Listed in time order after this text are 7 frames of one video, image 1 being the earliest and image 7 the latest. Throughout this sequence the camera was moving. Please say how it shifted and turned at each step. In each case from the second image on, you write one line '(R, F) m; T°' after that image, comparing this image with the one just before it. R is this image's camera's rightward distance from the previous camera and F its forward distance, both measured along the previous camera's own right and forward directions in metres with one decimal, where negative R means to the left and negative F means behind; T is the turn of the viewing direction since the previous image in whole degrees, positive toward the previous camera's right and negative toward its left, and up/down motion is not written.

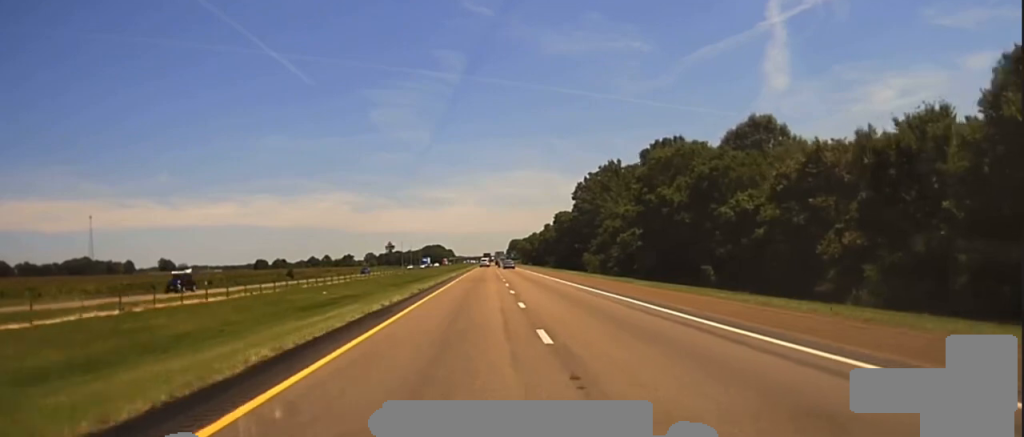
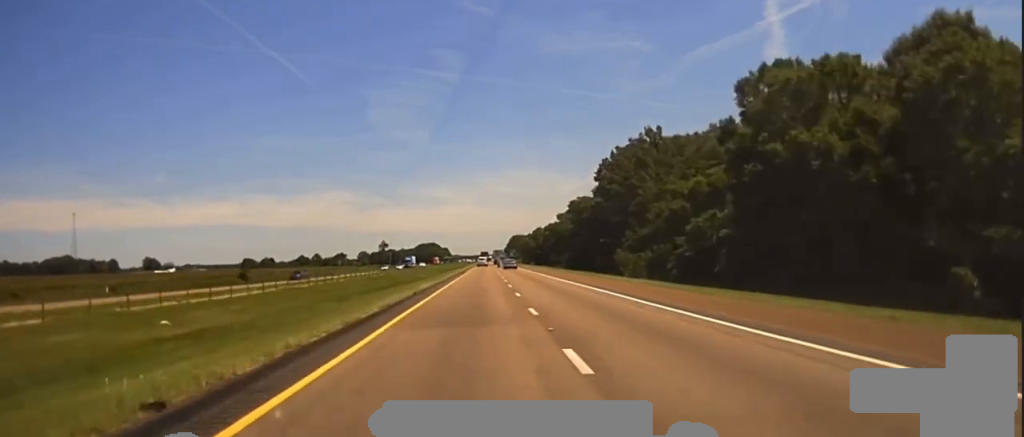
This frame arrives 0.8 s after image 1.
(+0.1, +42.5) m; 0°
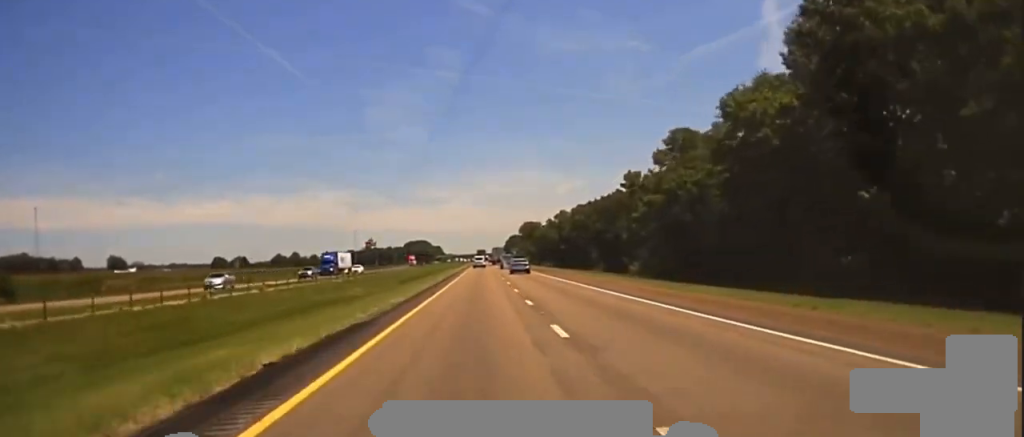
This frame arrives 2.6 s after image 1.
(-0.4, +96.6) m; 0°
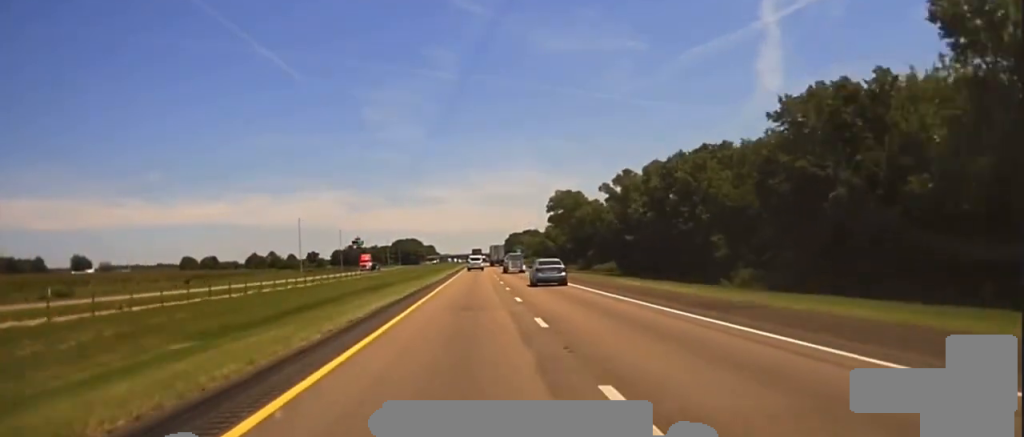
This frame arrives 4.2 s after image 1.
(-0.1, +82.2) m; 0°
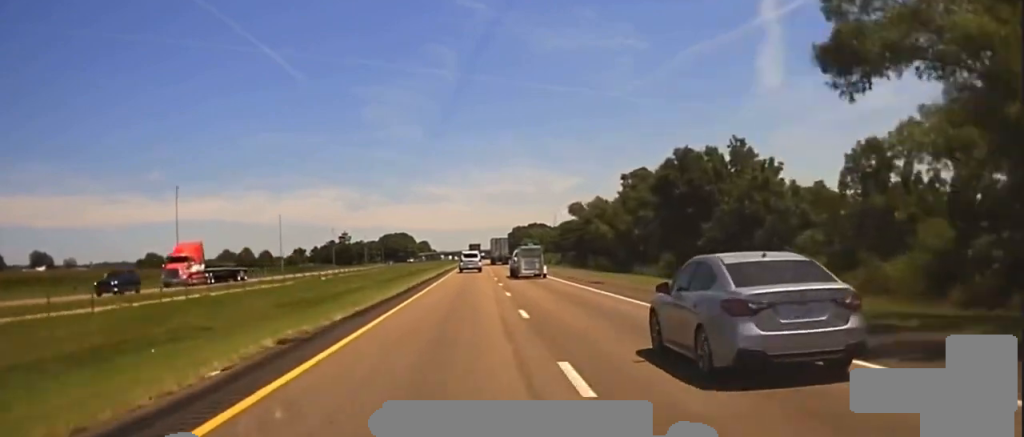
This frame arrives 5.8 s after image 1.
(+0.2, +78.6) m; 0°
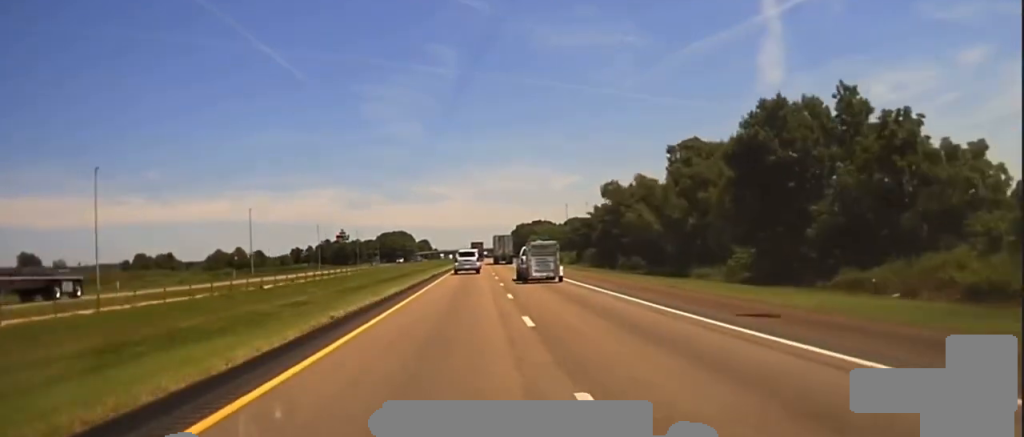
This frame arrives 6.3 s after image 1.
(+0.1, +25.1) m; 0°
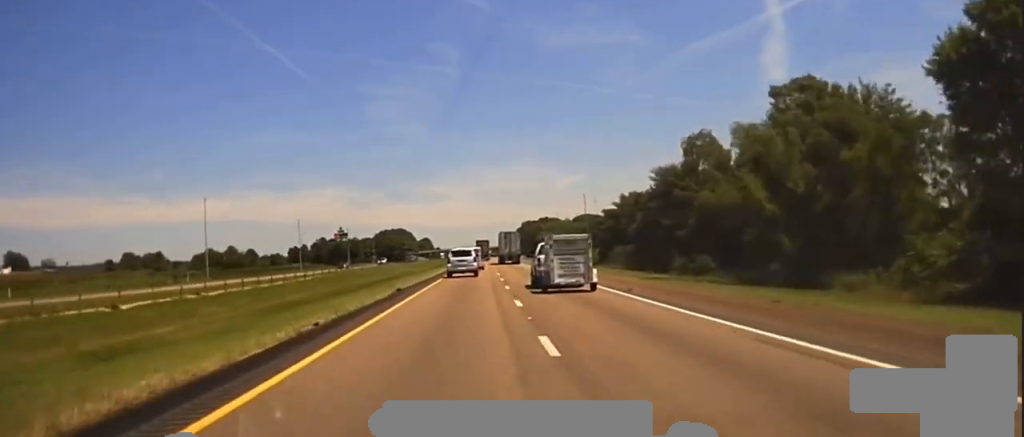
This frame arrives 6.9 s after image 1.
(-0.1, +27.1) m; 0°
